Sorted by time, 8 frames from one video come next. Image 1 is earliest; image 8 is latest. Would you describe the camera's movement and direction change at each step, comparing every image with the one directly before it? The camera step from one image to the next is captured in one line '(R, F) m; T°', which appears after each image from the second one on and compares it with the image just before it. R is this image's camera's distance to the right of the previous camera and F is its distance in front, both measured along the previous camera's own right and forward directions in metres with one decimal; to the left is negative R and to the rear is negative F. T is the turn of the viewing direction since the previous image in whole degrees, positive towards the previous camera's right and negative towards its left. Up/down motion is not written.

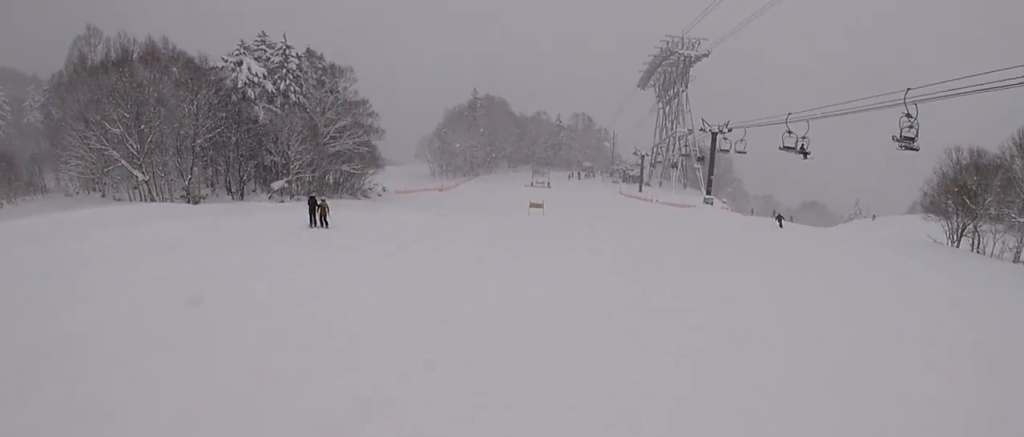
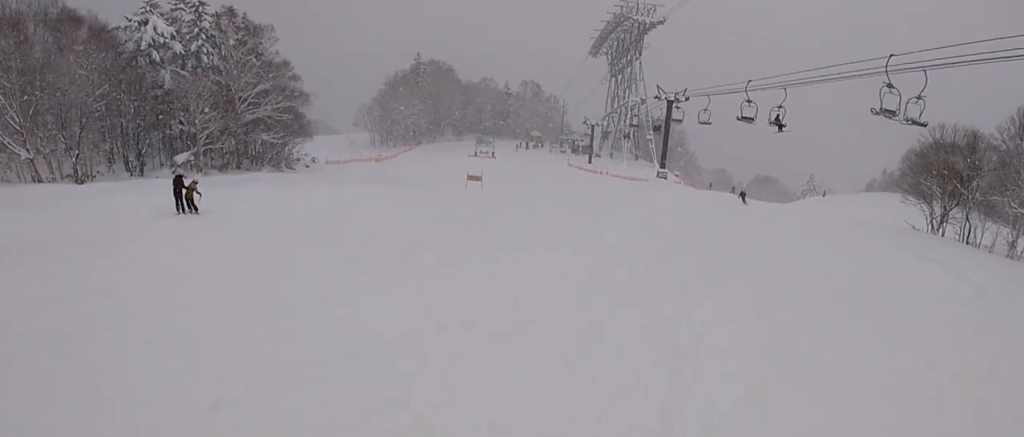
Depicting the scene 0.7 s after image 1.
(+0.3, +5.7) m; +7°
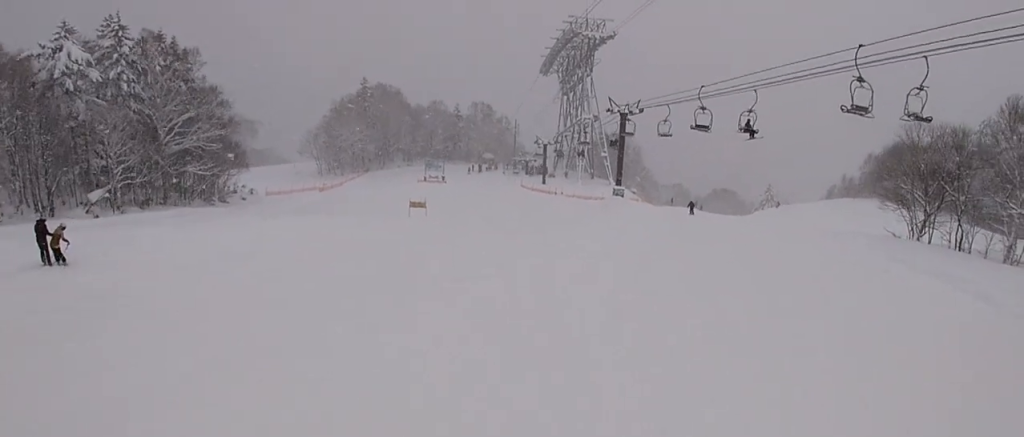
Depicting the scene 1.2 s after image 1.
(+0.1, +4.5) m; +4°
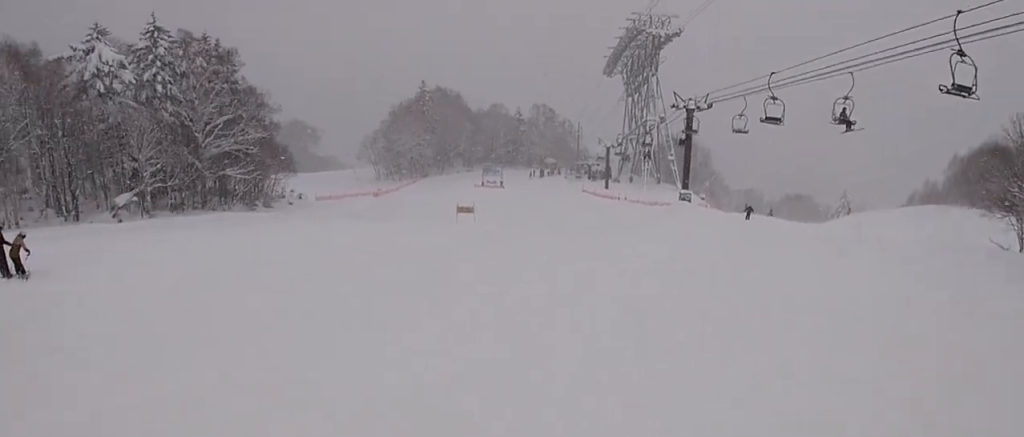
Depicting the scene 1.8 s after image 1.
(+0.7, +4.7) m; -2°
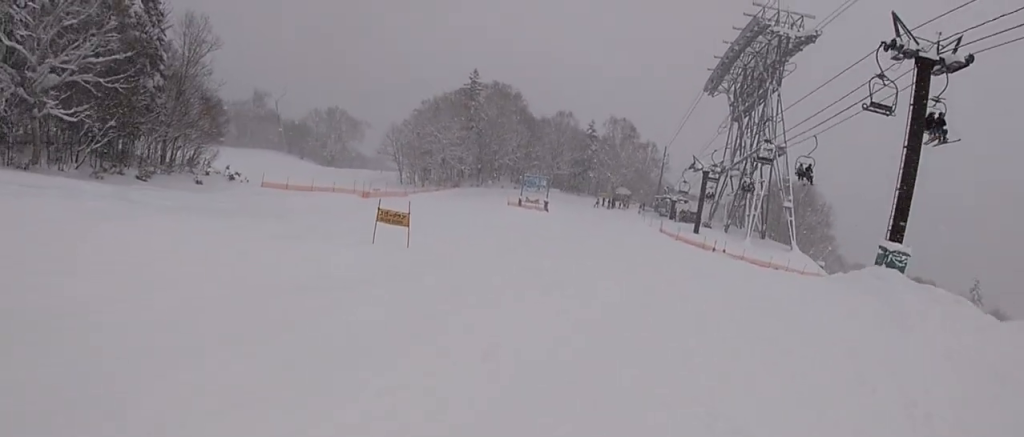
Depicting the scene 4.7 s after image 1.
(-7.6, +25.7) m; -21°
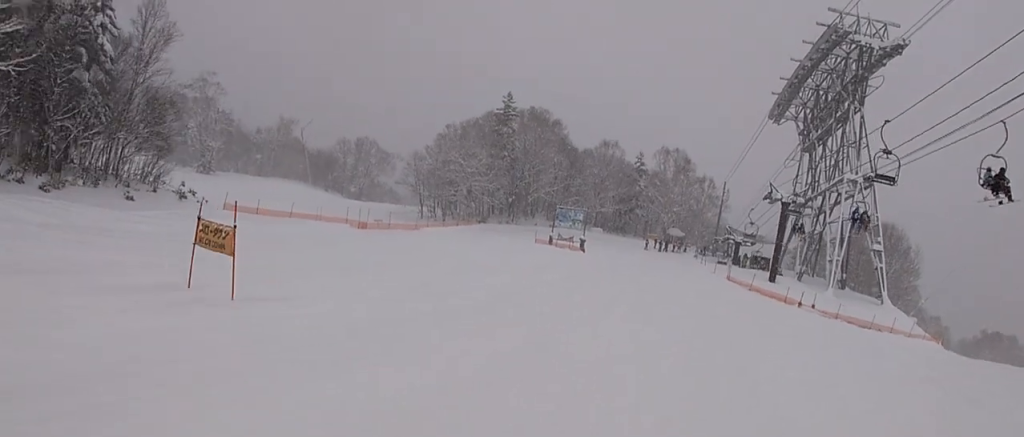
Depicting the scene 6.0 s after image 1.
(-0.9, +12.0) m; 0°
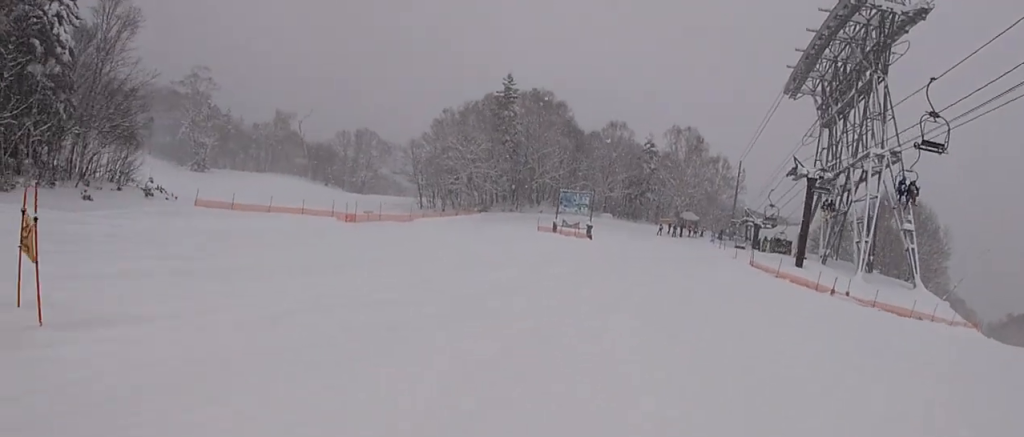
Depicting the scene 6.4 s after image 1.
(+0.4, +4.0) m; 0°
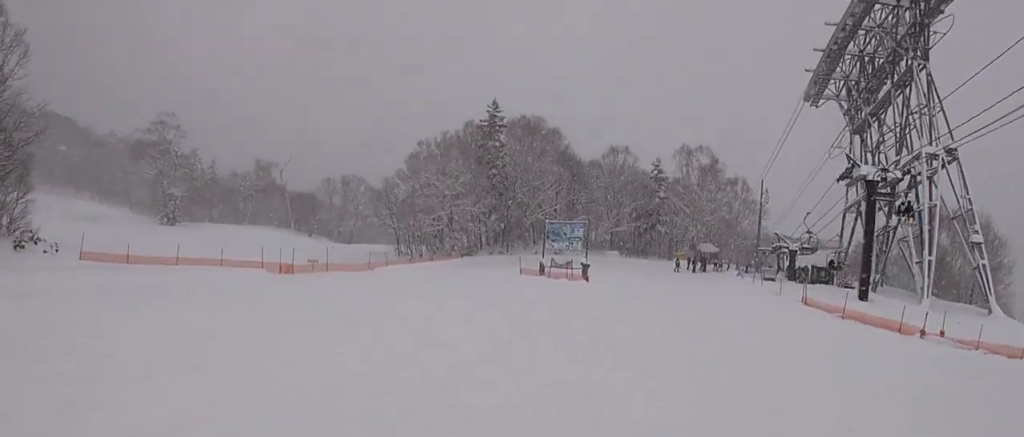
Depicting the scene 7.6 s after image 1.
(+0.1, +10.6) m; 0°
